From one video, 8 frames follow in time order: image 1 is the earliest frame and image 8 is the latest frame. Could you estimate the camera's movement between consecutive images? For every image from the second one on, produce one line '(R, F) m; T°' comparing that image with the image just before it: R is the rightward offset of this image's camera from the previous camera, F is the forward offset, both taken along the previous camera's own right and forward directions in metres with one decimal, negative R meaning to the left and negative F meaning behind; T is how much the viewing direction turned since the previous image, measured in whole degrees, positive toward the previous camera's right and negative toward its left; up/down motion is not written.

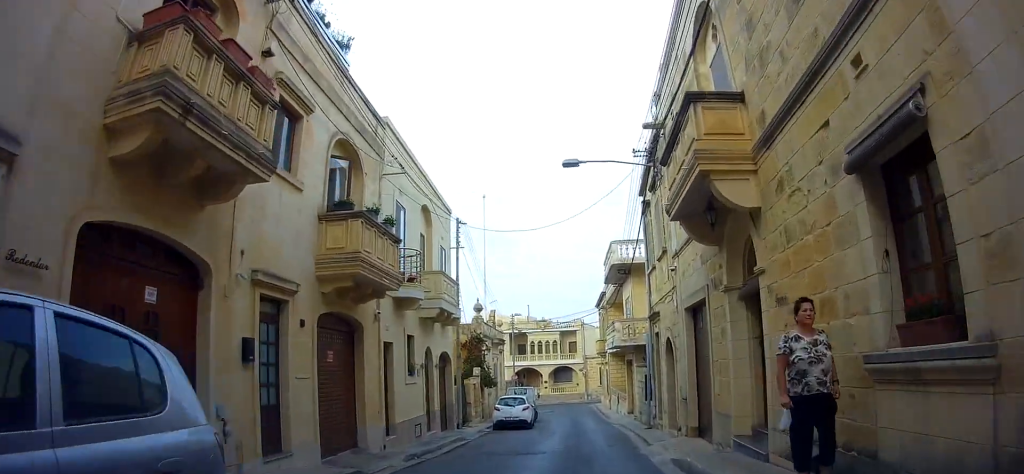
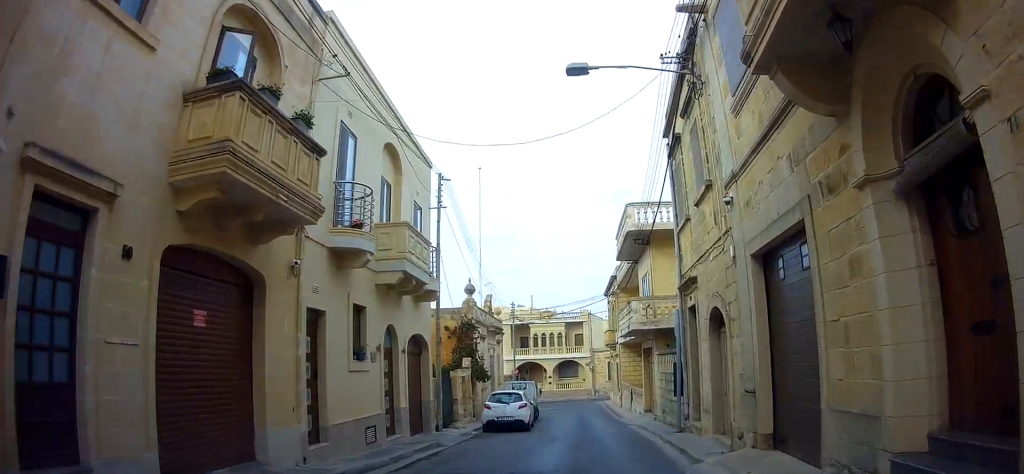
(+0.1, +4.3) m; 0°
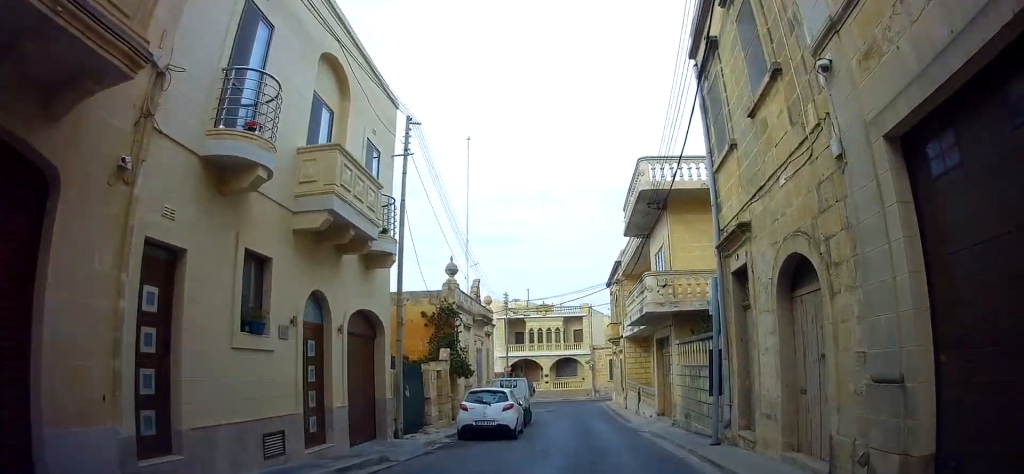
(0.0, +3.9) m; 0°
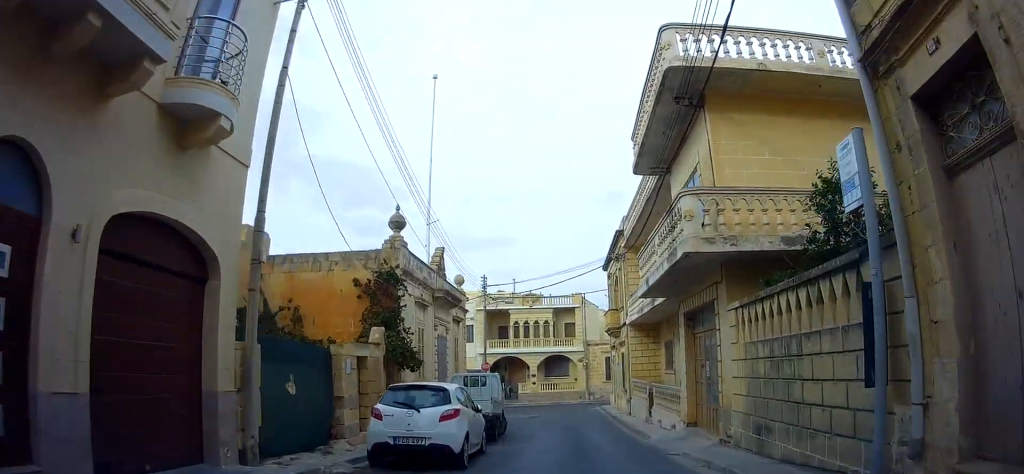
(-0.1, +6.2) m; +1°
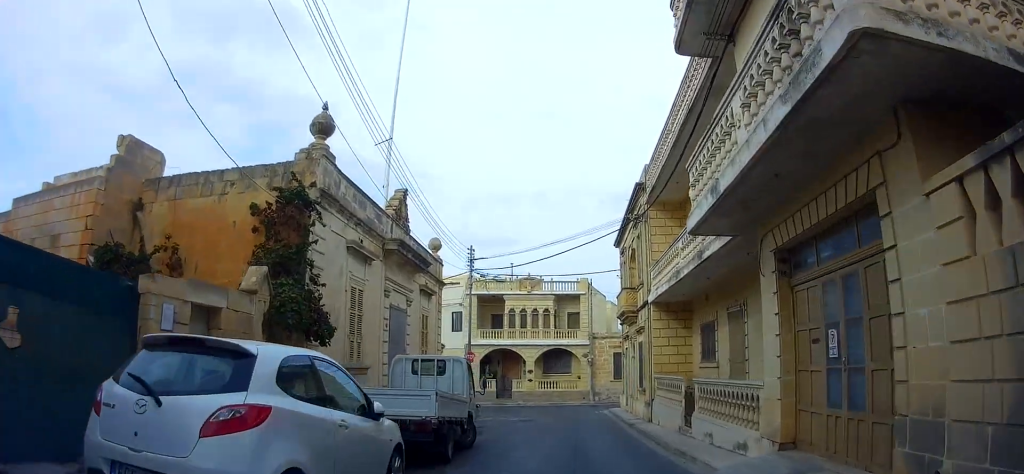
(+0.1, +5.9) m; +5°
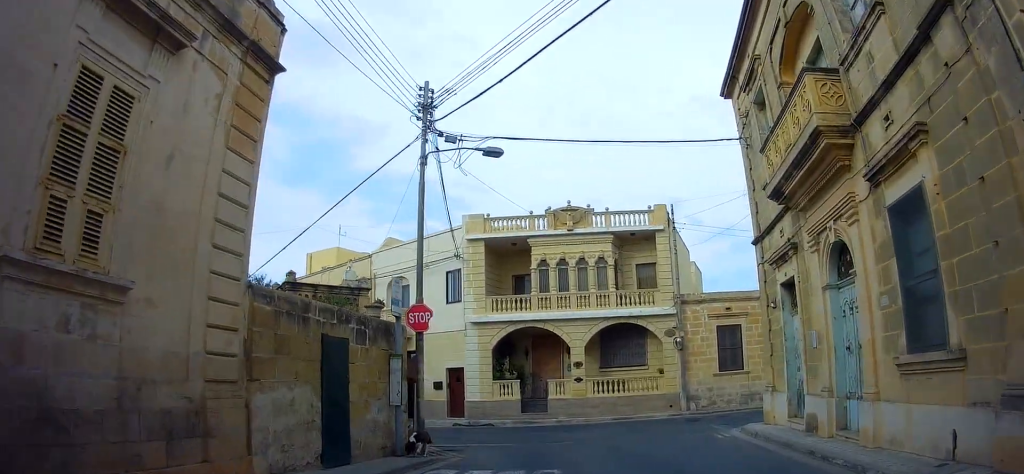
(-1.6, +17.6) m; -11°
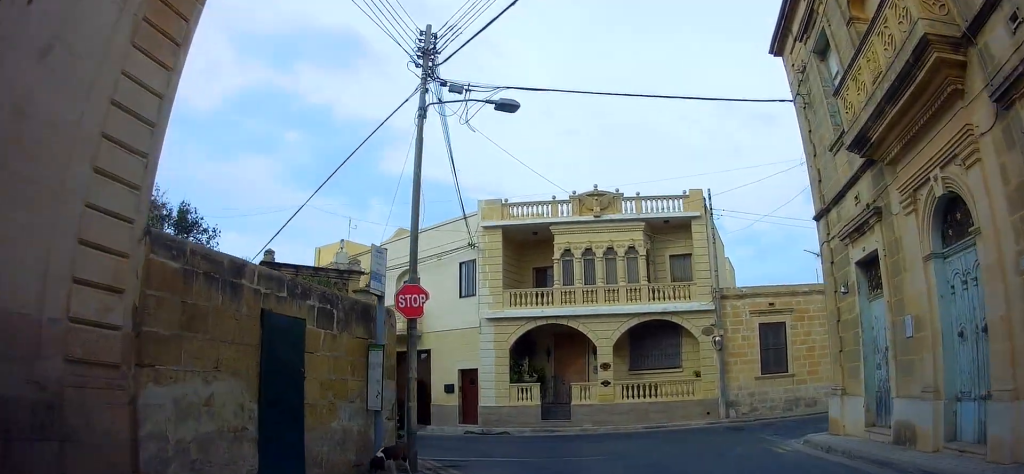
(-0.2, +2.9) m; +1°
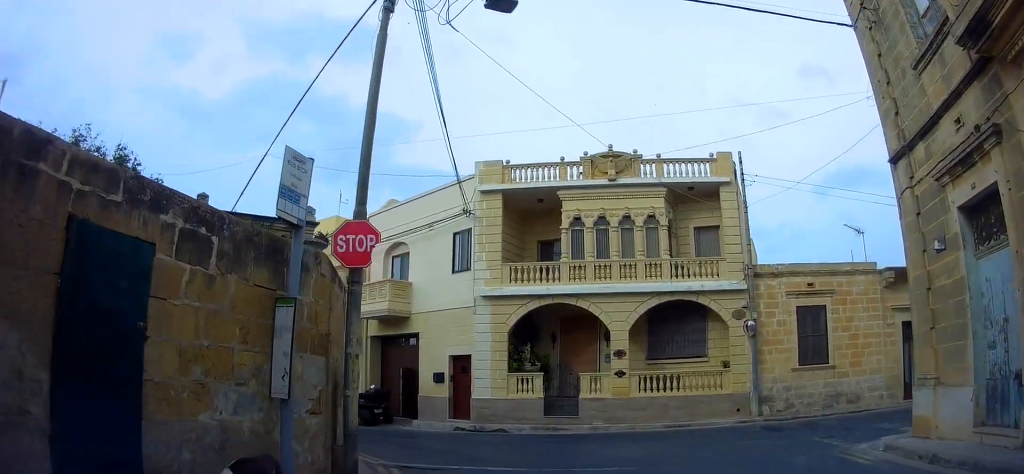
(+0.5, +3.4) m; 0°
